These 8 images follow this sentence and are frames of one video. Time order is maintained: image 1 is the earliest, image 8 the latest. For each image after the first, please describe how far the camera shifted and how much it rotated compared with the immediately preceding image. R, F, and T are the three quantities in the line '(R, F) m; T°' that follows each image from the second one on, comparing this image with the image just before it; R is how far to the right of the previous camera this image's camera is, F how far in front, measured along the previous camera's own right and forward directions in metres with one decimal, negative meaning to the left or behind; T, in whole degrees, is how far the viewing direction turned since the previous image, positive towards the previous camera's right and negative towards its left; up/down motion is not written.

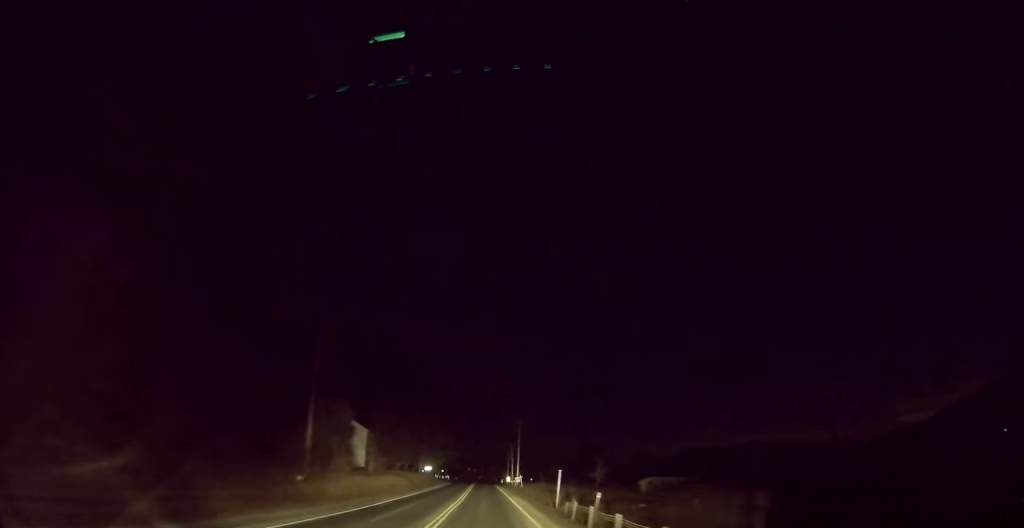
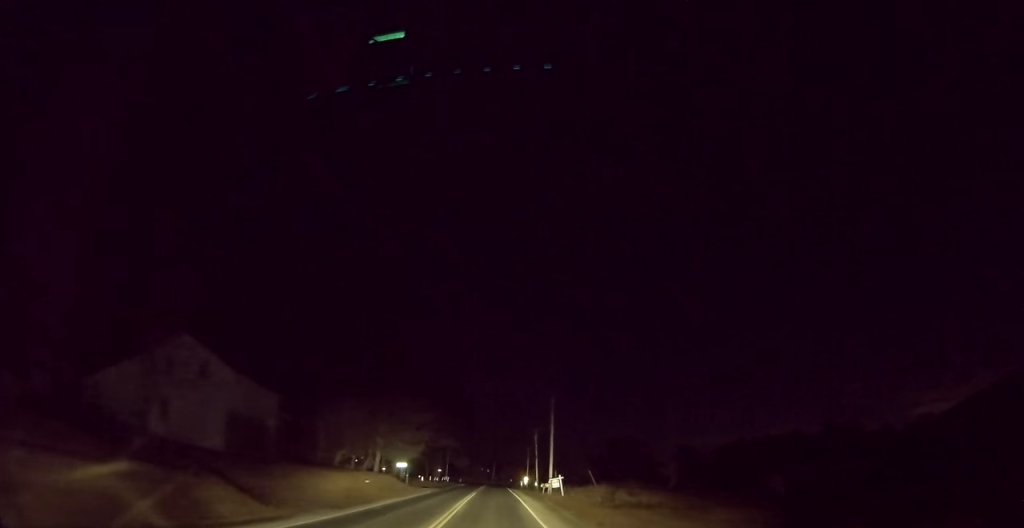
(-0.9, +41.3) m; -2°
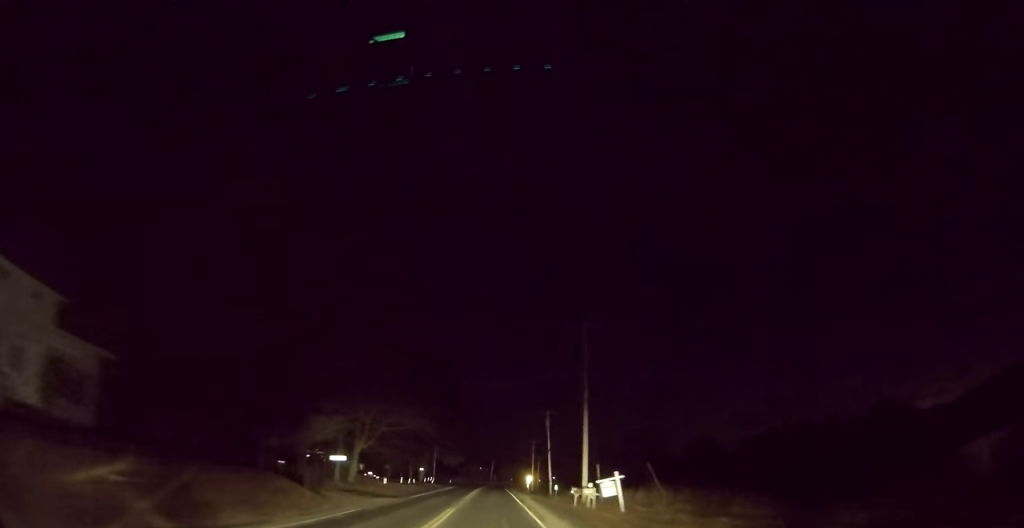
(0.0, +24.8) m; 0°
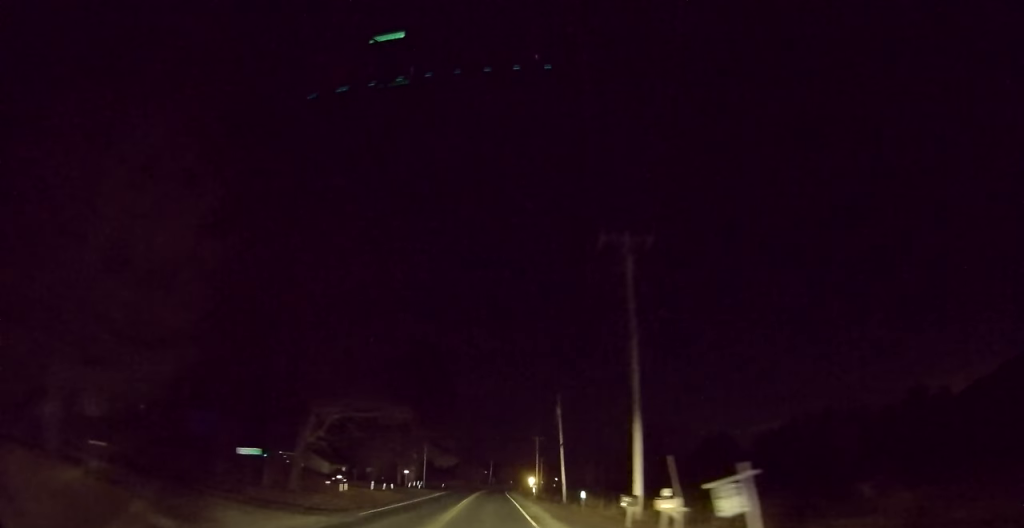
(0.0, +14.1) m; 0°
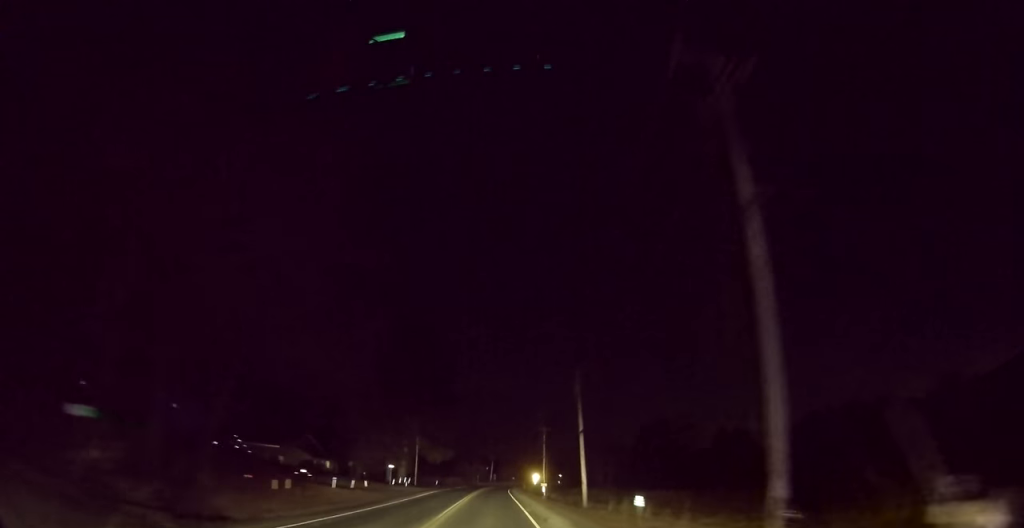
(0.0, +11.6) m; 0°
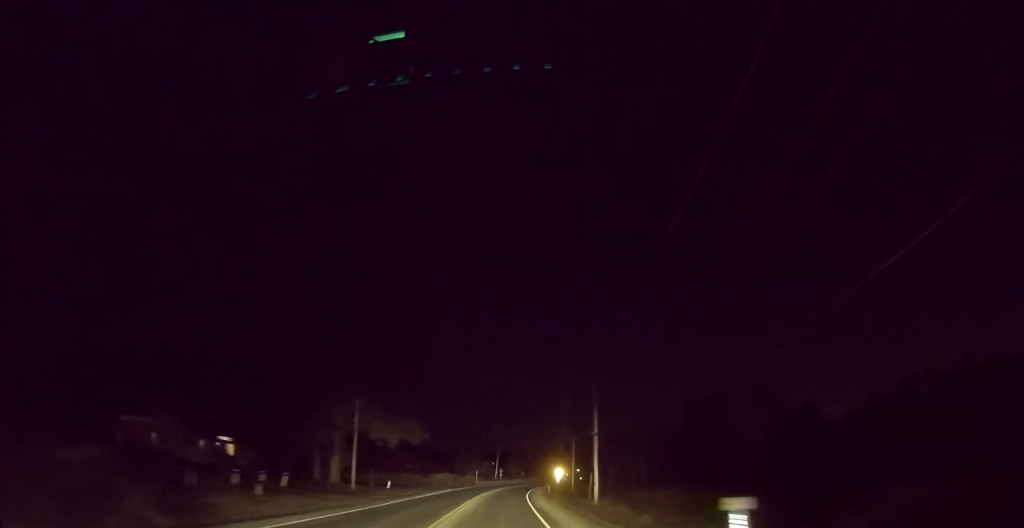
(0.0, +41.5) m; 0°
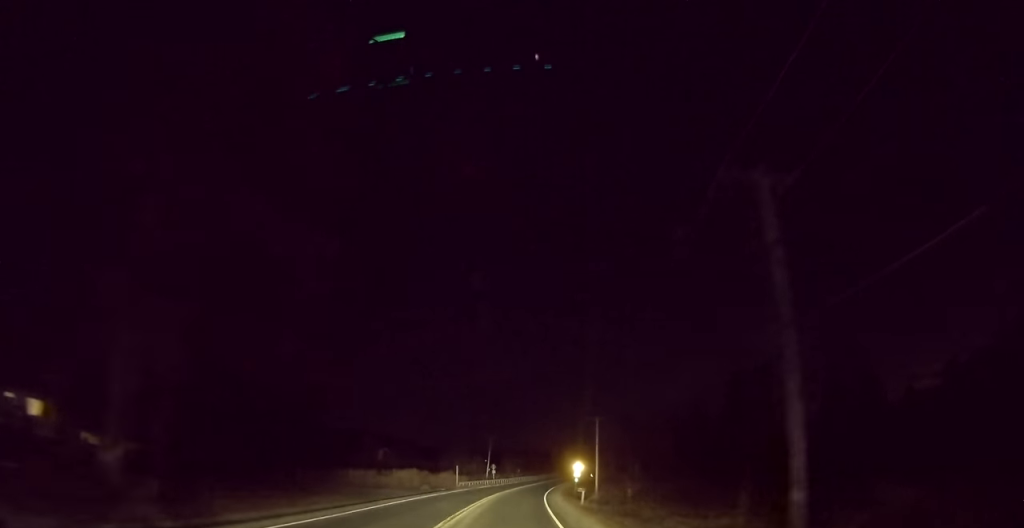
(-0.1, +30.8) m; 0°
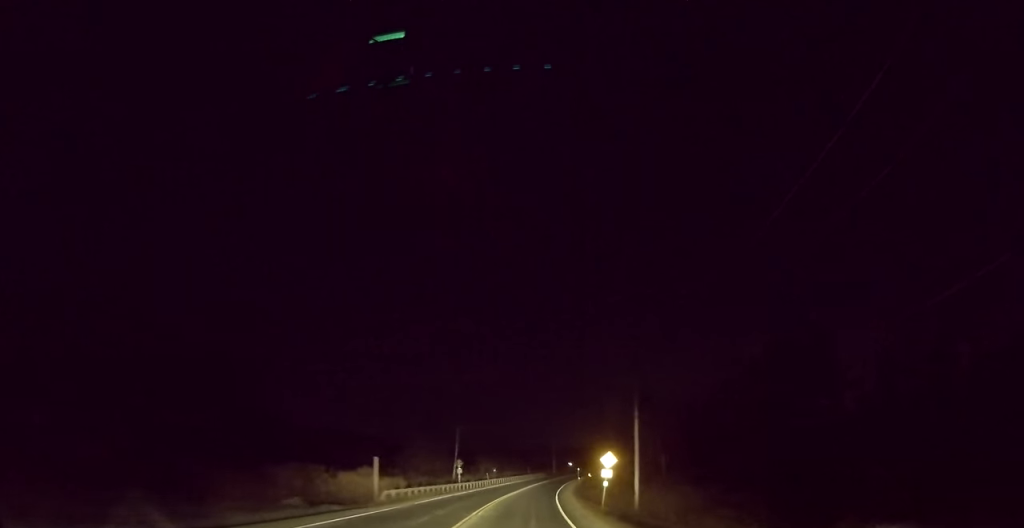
(+0.1, +30.8) m; +2°
